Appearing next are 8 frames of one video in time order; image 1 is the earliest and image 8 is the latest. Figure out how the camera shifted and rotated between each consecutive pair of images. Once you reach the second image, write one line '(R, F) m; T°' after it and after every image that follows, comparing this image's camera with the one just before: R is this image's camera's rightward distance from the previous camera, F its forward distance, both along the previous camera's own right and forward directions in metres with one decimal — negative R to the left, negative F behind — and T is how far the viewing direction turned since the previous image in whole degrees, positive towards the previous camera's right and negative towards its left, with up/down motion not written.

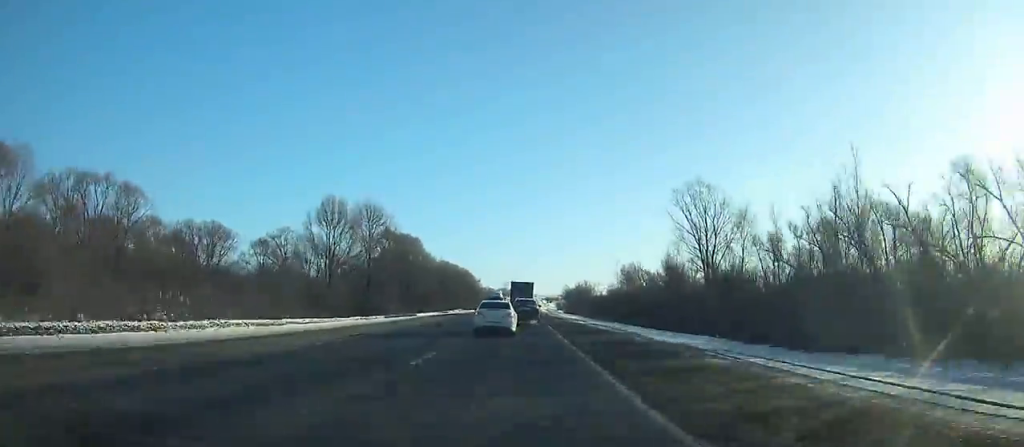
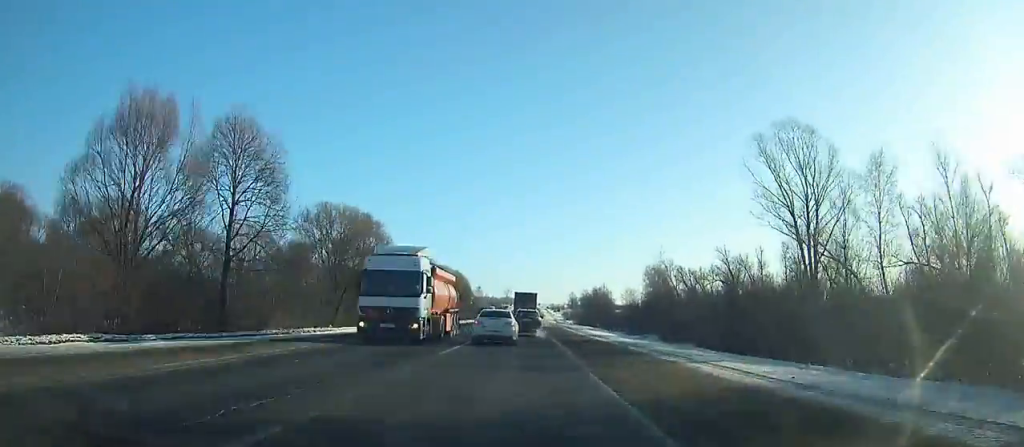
(0.0, +33.7) m; 0°
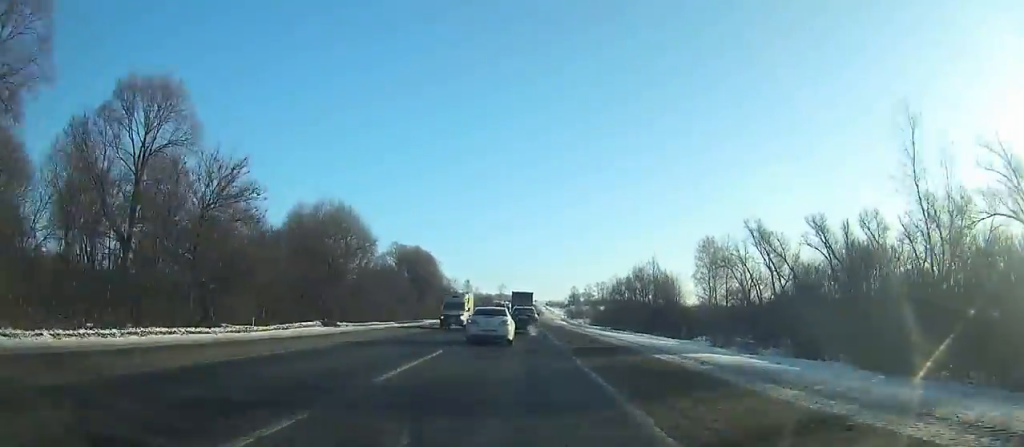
(+0.1, +53.8) m; 0°
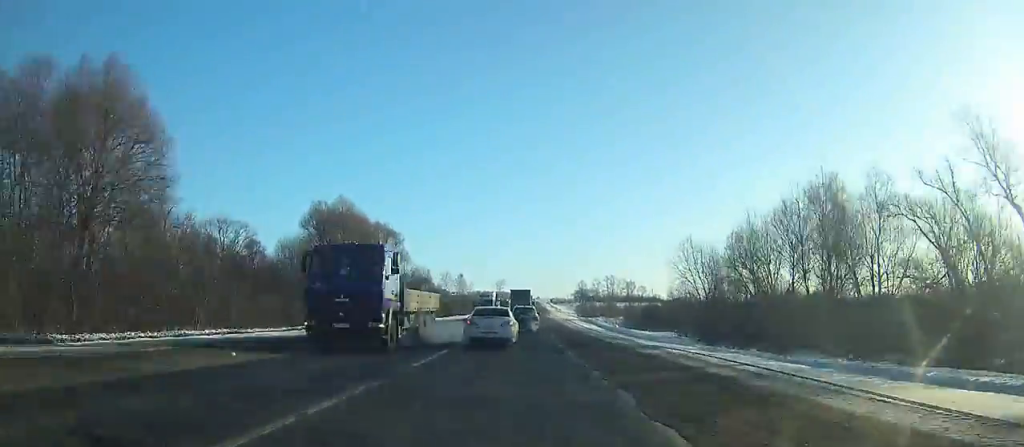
(+0.1, +44.3) m; 0°
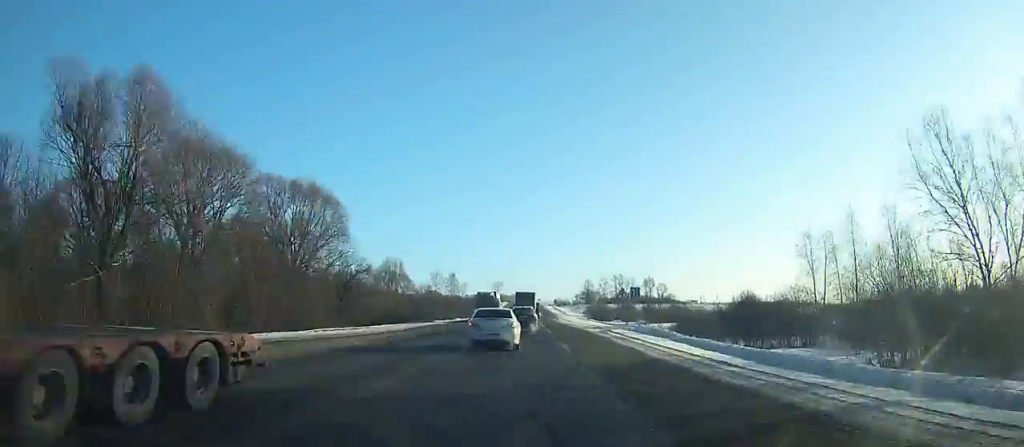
(+0.1, +34.9) m; 0°
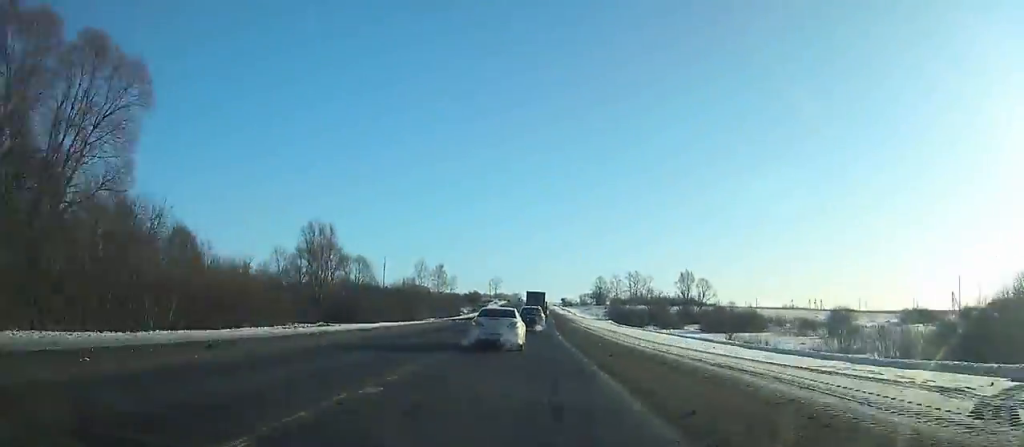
(+0.1, +45.7) m; +1°
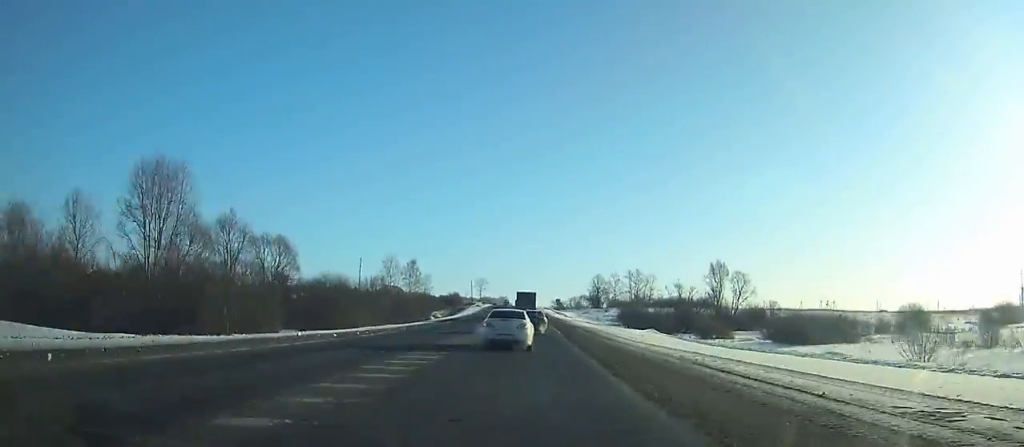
(+0.1, +34.7) m; +1°
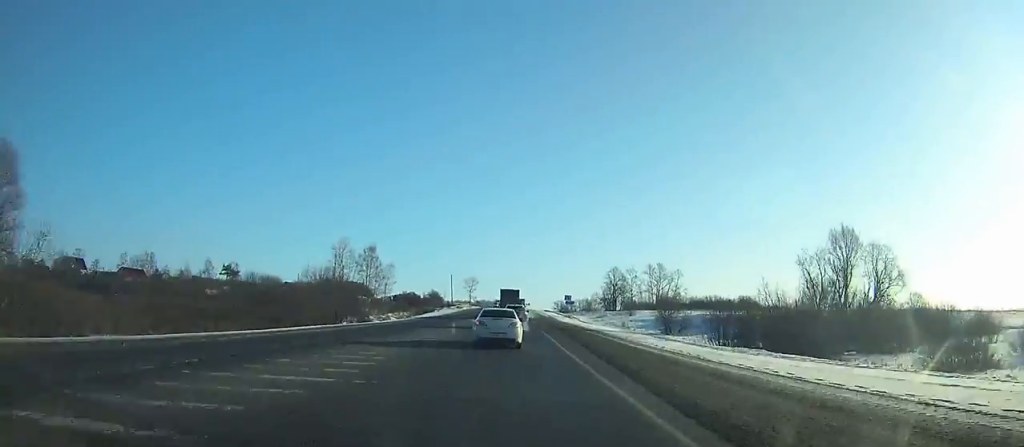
(+0.4, +50.9) m; 0°
